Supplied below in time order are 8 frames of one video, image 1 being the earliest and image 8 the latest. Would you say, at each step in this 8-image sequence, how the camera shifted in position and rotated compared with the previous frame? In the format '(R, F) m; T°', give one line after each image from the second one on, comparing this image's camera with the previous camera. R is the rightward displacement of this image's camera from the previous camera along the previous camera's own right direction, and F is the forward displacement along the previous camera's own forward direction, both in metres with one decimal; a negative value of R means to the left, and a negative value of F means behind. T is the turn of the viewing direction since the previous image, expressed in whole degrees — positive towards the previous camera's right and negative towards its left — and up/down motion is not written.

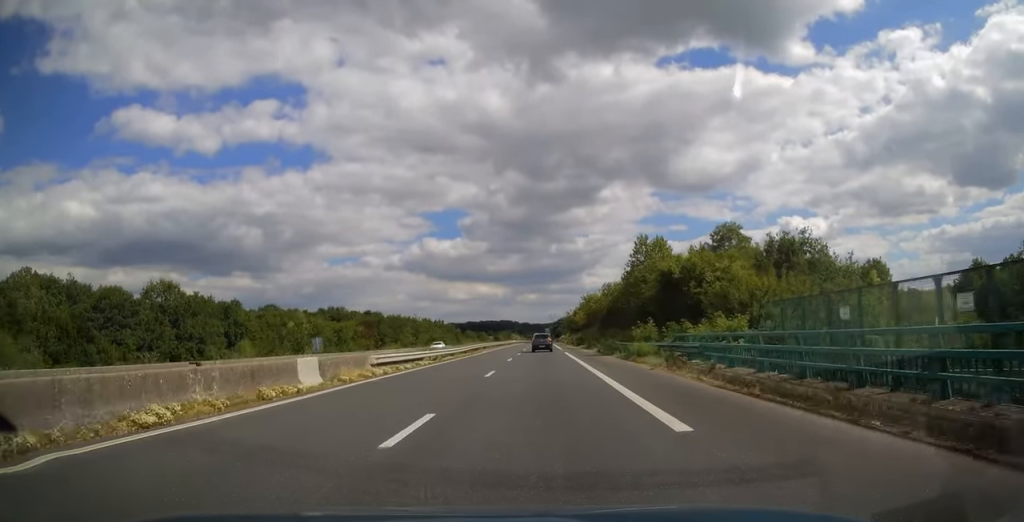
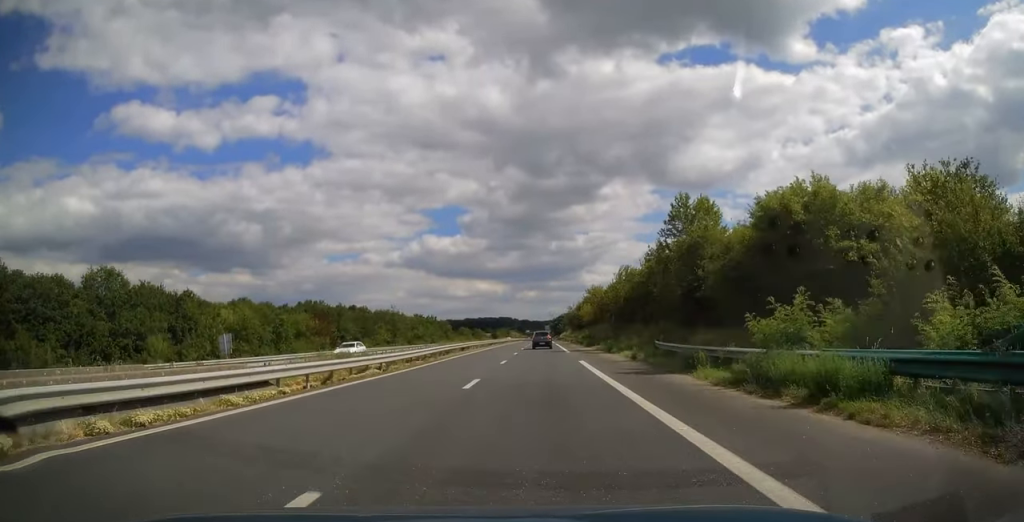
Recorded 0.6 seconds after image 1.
(0.0, +18.7) m; 0°
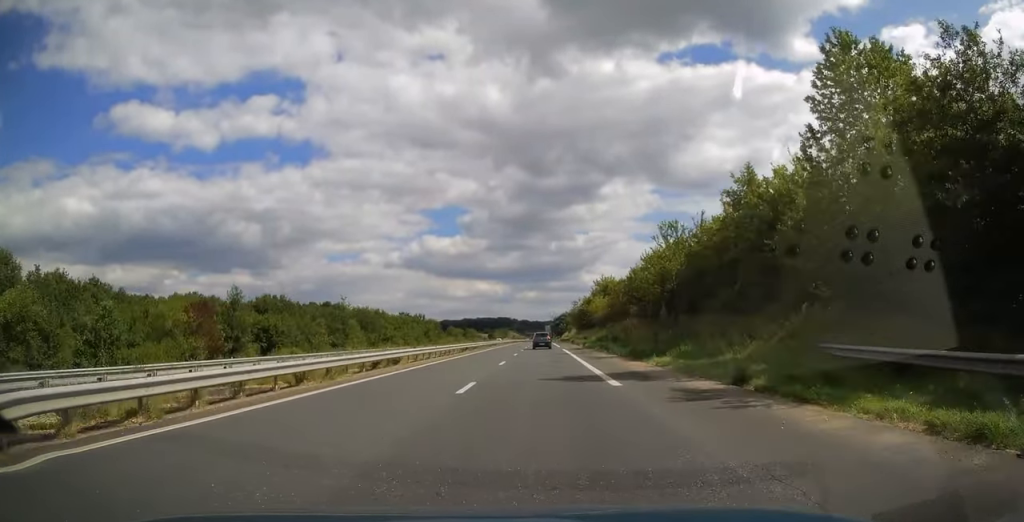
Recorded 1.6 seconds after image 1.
(0.0, +27.6) m; 0°
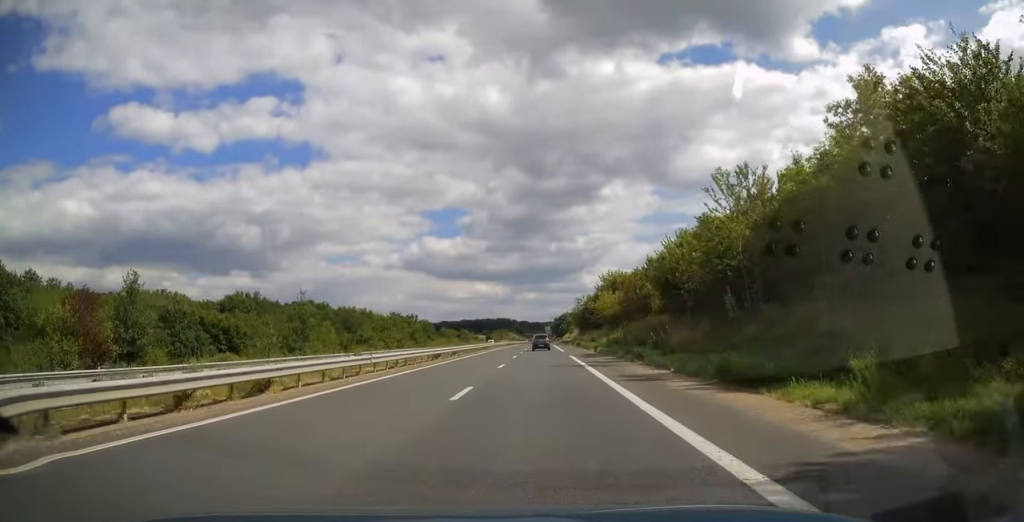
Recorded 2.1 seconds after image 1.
(0.0, +14.3) m; 0°
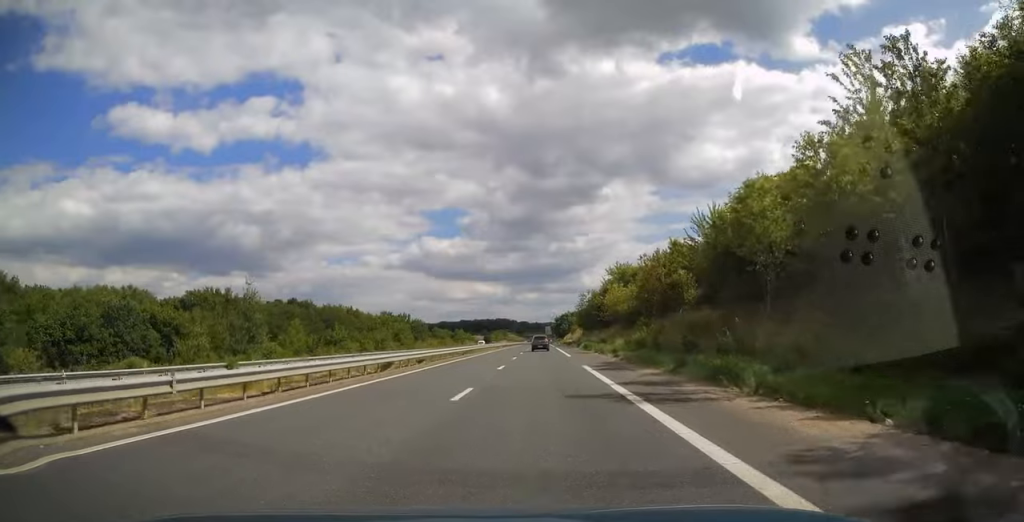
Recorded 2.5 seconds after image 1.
(0.0, +13.3) m; 0°
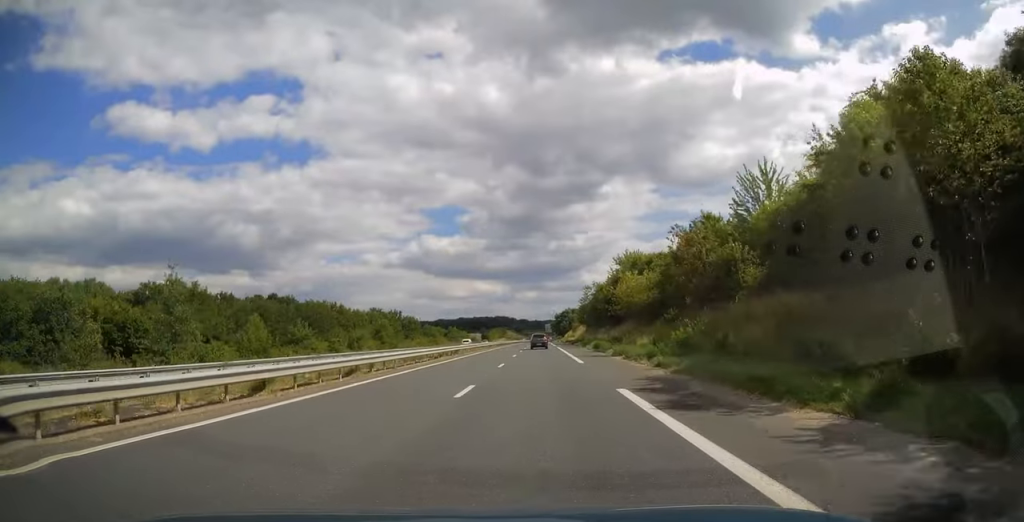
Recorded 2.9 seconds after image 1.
(0.0, +12.8) m; 0°
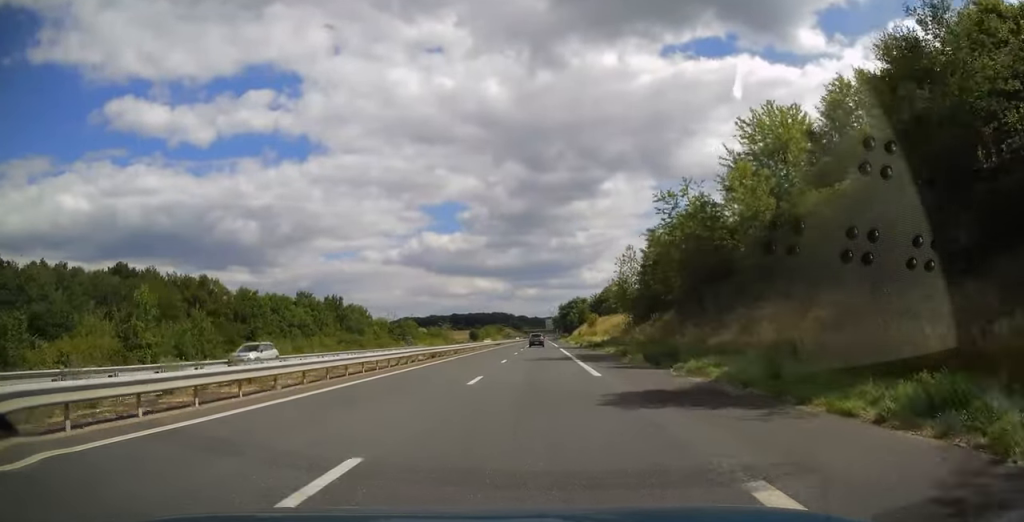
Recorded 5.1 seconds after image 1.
(-0.4, +63.1) m; -1°
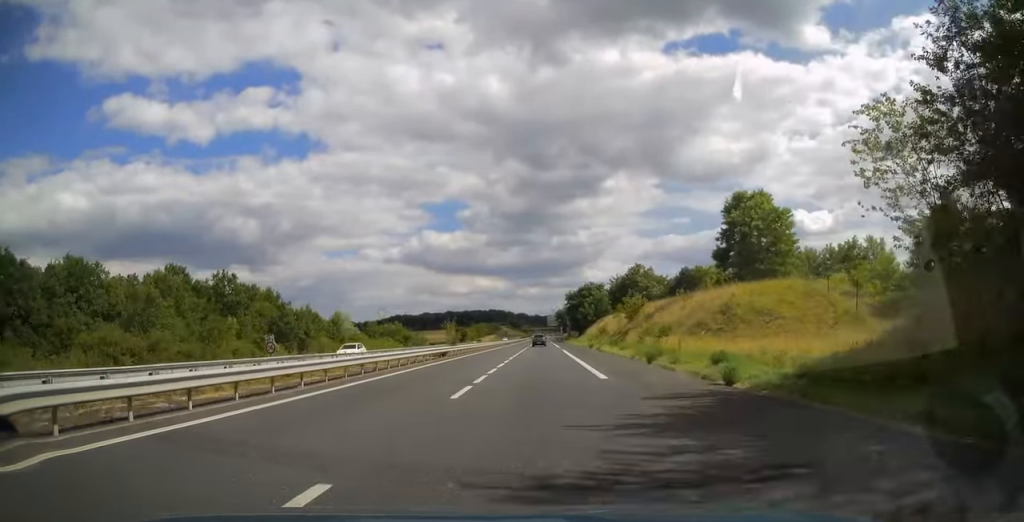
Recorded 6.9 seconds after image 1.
(+0.2, +54.2) m; 0°
